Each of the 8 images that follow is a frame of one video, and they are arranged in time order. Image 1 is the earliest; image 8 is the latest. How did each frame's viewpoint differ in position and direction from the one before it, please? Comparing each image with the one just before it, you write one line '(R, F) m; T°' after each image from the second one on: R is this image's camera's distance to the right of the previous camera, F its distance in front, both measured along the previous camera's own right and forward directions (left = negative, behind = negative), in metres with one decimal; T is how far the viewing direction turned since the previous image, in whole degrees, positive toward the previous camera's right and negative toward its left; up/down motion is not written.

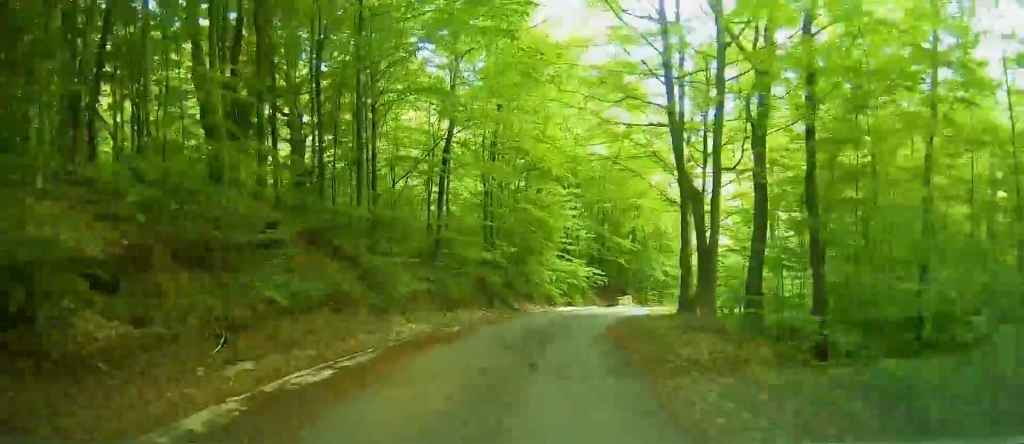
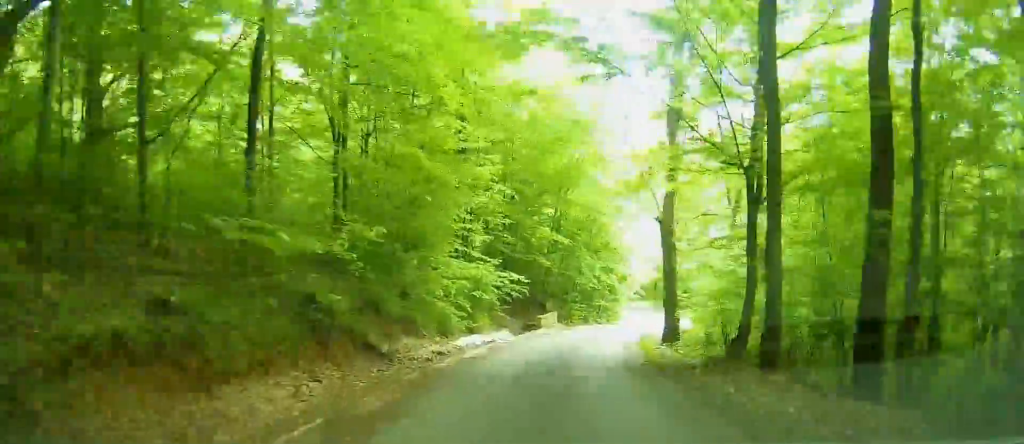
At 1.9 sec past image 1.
(+0.9, +9.5) m; +6°
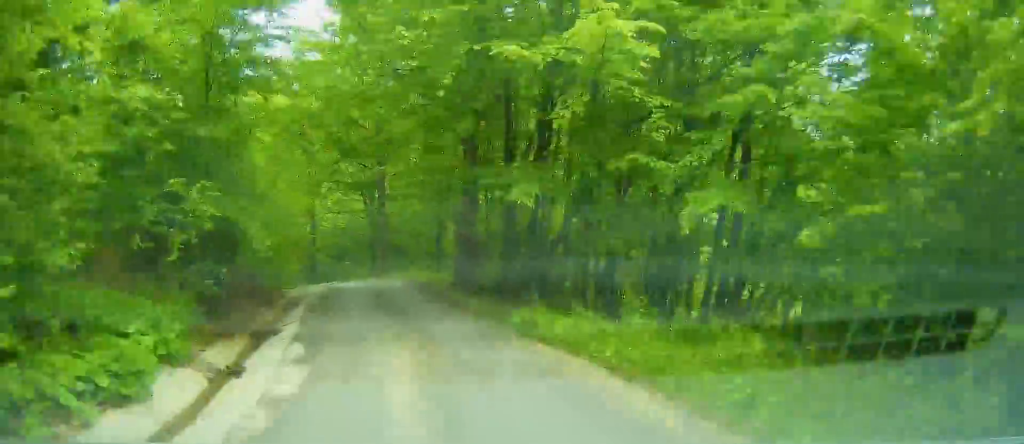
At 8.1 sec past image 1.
(+3.0, +34.6) m; -3°
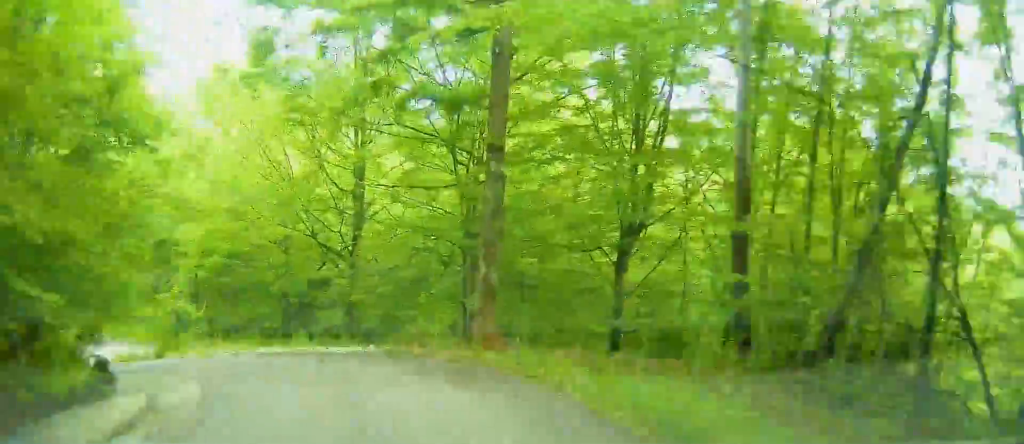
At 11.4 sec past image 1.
(-0.8, +17.8) m; -19°
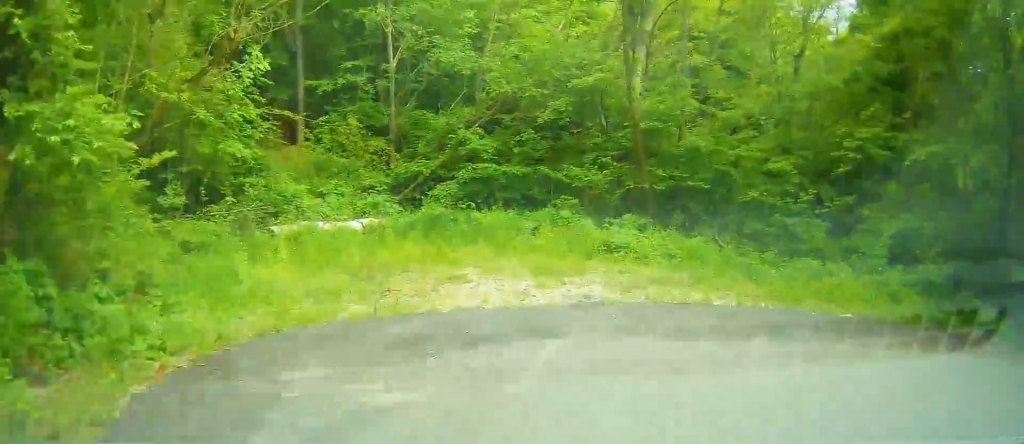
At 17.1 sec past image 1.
(-1.2, +22.2) m; +45°
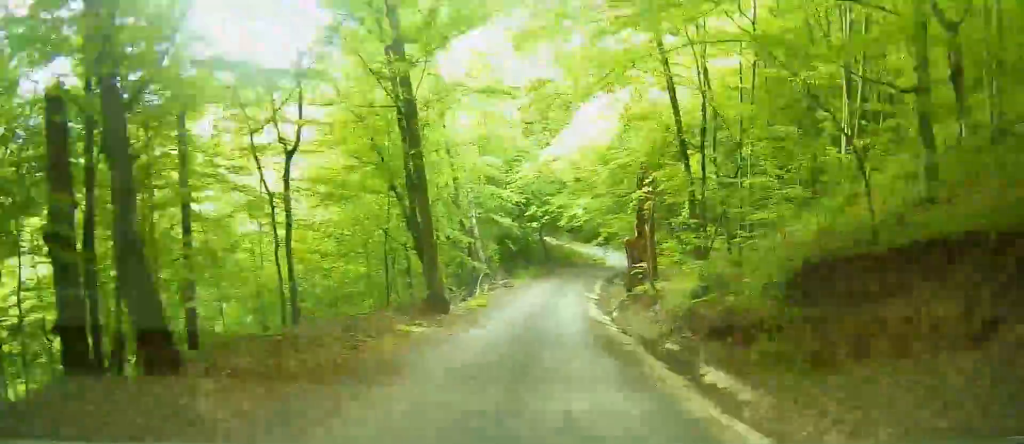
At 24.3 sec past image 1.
(+25.7, +14.6) m; +85°
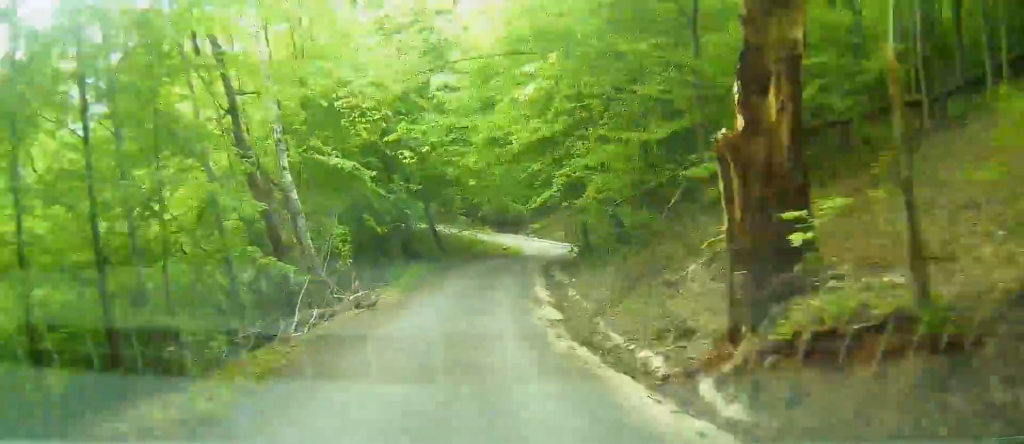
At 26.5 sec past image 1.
(+1.0, +12.7) m; +8°
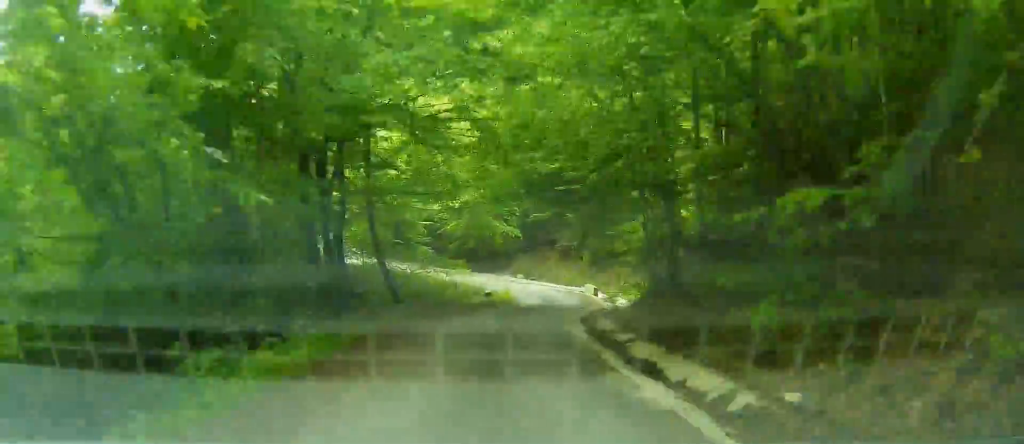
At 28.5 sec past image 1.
(+0.8, +11.4) m; 0°
